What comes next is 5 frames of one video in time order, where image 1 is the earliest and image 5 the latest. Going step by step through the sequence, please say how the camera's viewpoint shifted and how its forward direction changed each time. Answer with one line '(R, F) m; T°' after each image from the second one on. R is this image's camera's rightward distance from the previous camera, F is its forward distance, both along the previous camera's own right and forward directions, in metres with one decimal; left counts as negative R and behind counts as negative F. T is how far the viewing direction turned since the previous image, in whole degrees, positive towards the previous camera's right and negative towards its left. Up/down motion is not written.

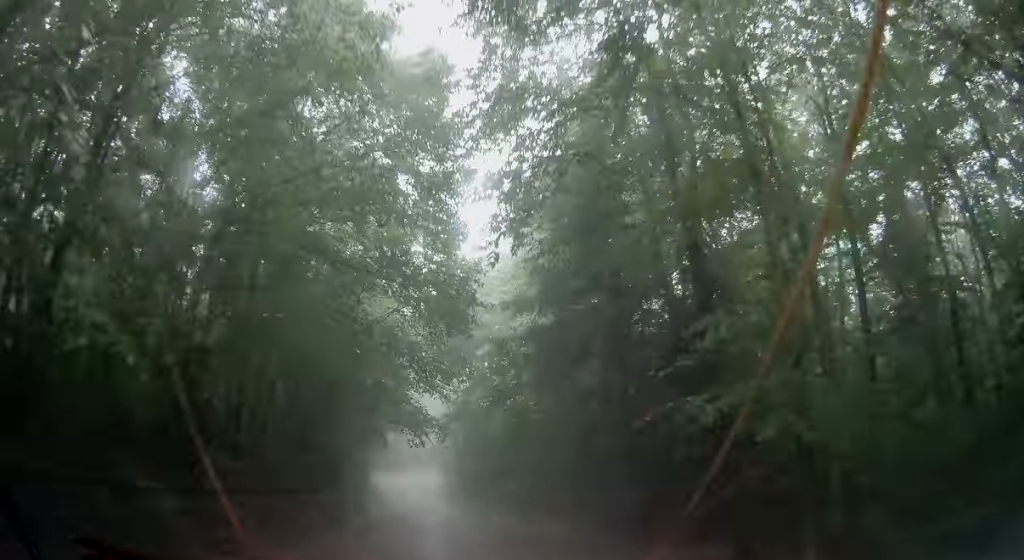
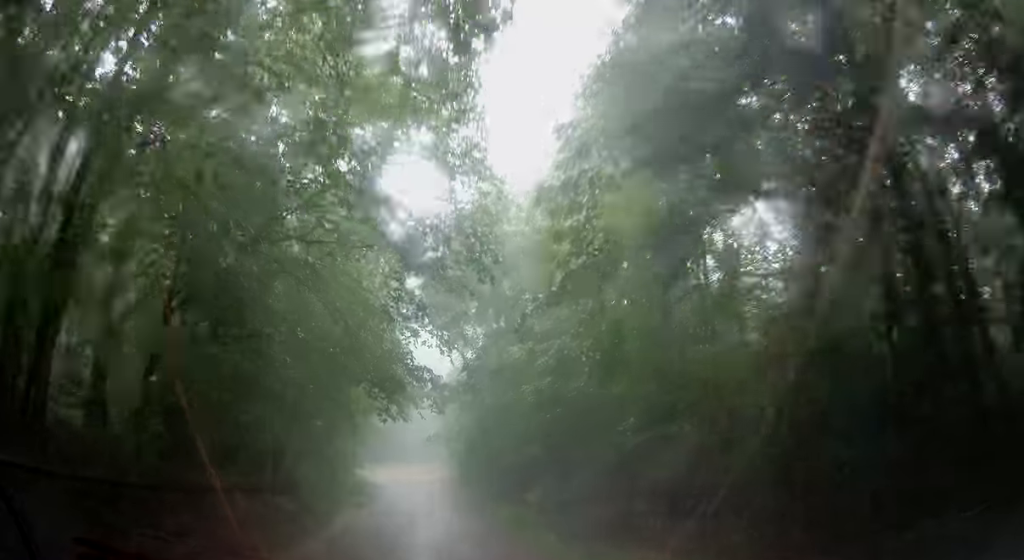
(+0.1, +8.8) m; +2°
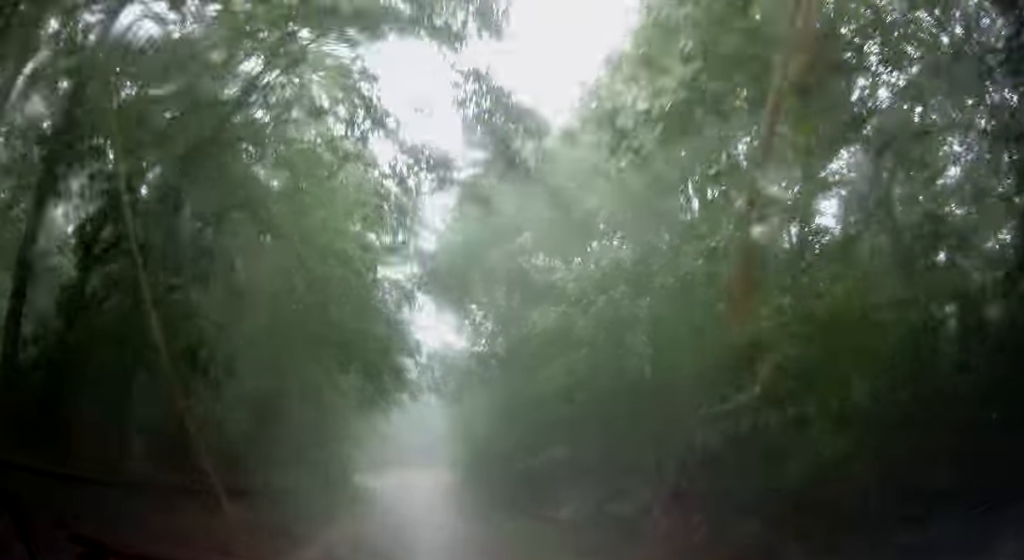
(0.0, +3.5) m; +1°
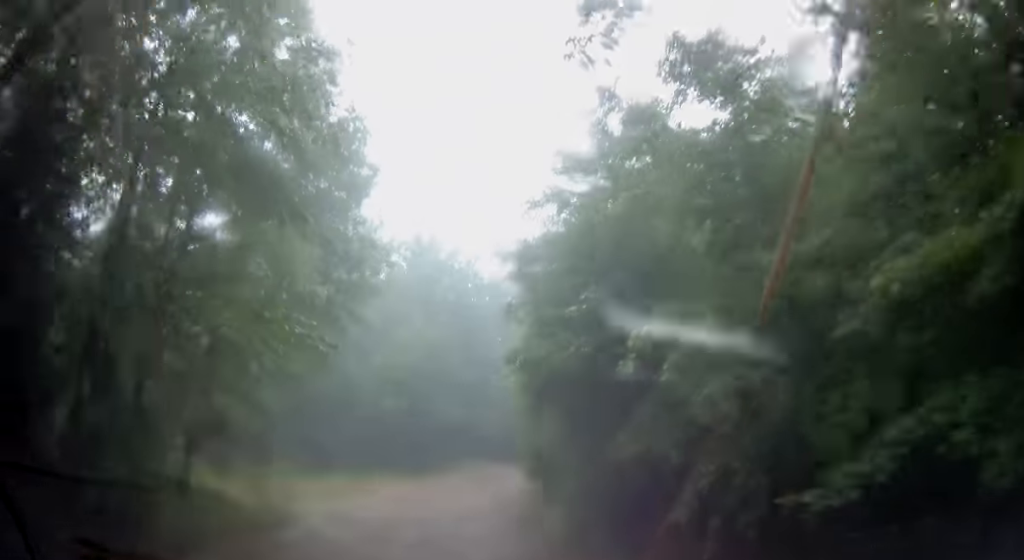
(-0.4, +28.7) m; -1°
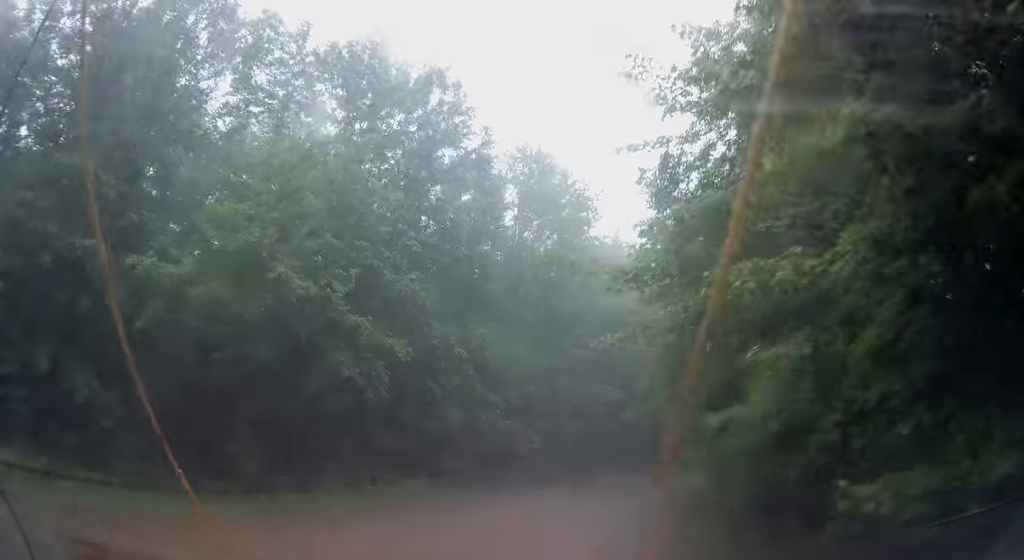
(-0.5, +19.4) m; +2°
